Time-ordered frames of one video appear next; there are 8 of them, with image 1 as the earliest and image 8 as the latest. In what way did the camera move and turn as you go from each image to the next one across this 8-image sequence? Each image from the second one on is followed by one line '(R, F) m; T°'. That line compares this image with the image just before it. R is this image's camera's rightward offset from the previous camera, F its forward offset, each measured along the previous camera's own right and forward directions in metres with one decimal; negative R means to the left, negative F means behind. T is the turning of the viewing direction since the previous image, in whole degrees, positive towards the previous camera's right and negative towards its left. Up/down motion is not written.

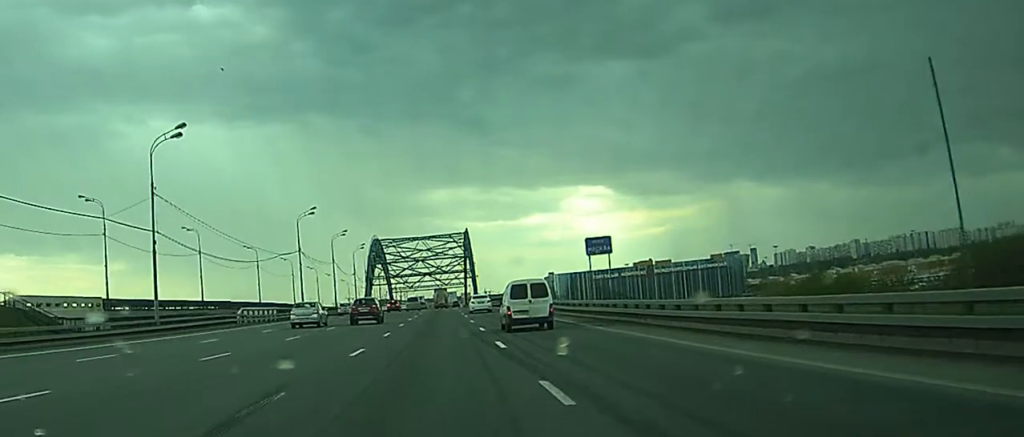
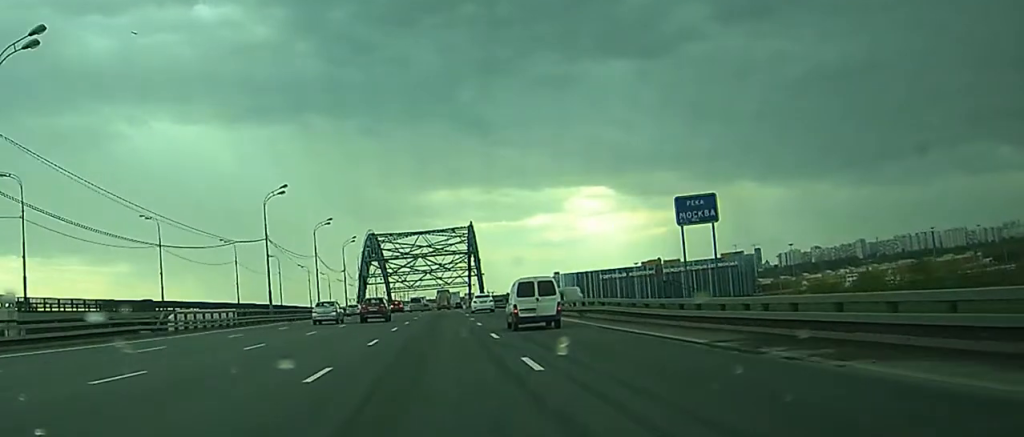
(0.0, +18.0) m; 0°
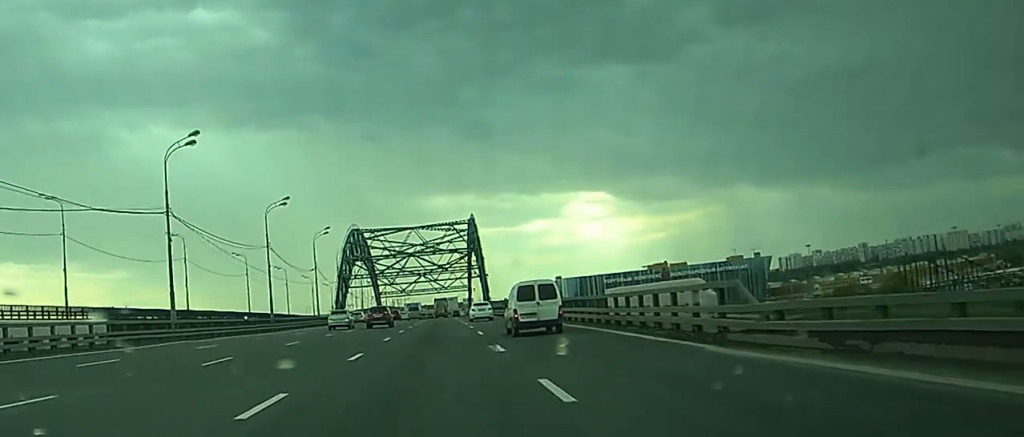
(+0.1, +27.2) m; 0°
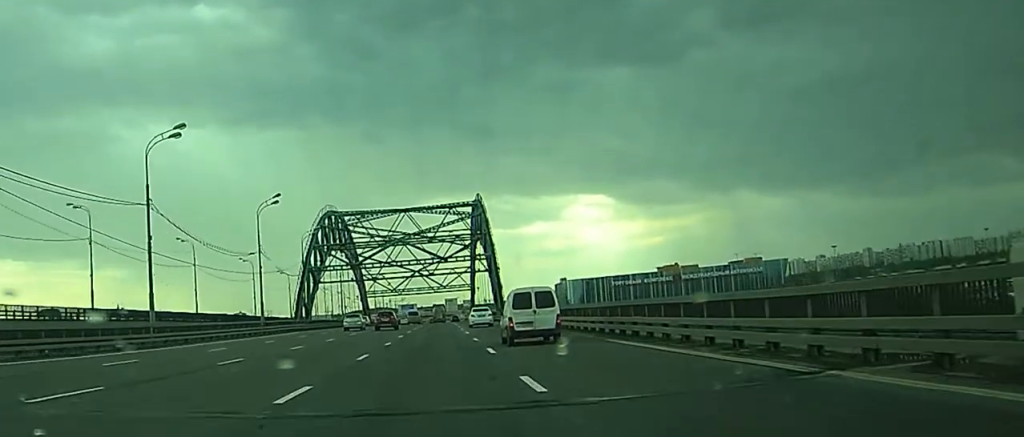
(+0.2, +34.1) m; 0°
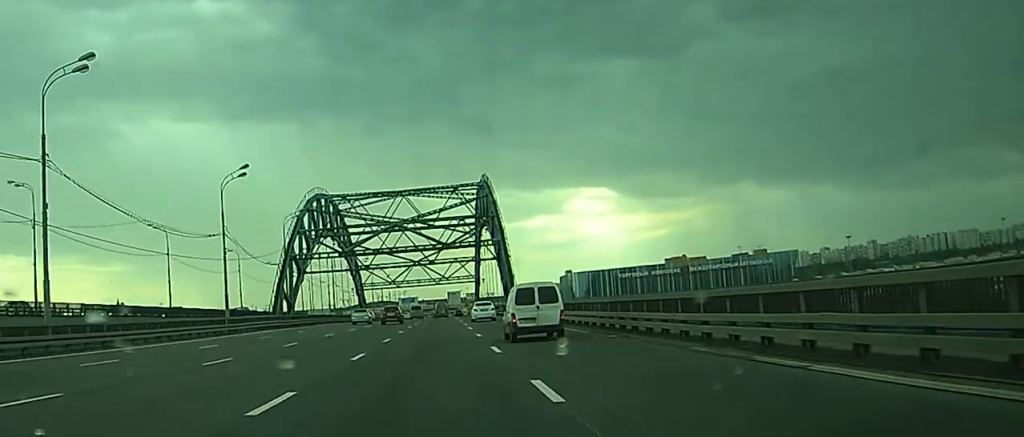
(-0.1, +14.5) m; 0°
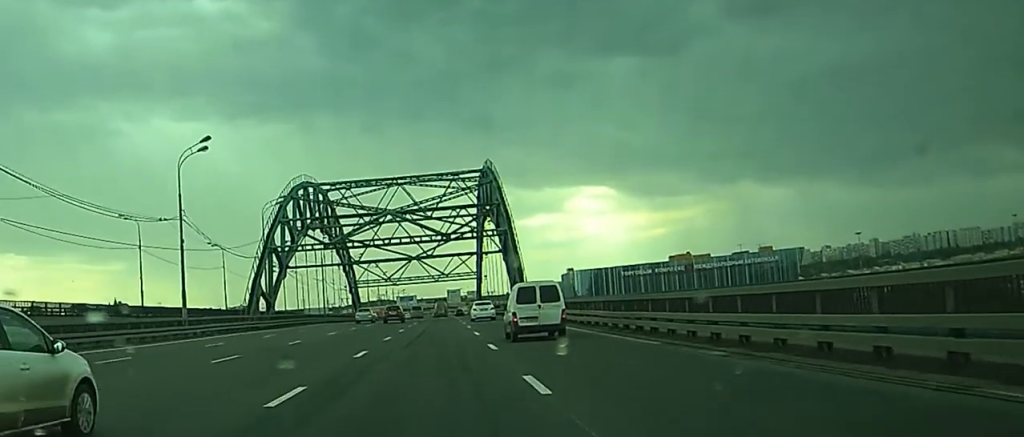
(0.0, +11.4) m; 0°
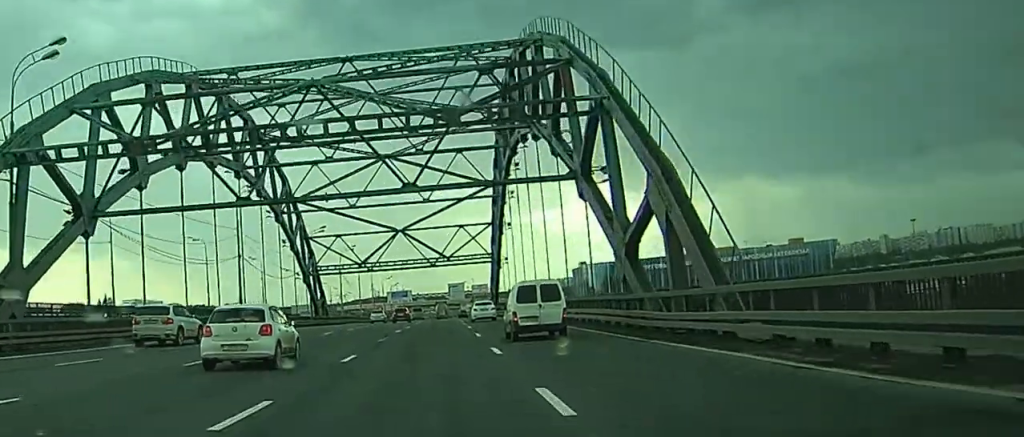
(0.0, +53.5) m; 0°
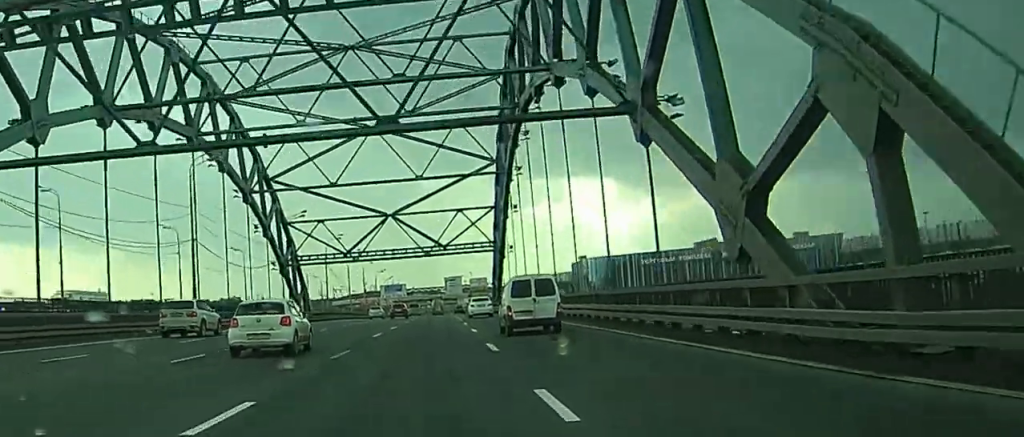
(0.0, +13.3) m; 0°
